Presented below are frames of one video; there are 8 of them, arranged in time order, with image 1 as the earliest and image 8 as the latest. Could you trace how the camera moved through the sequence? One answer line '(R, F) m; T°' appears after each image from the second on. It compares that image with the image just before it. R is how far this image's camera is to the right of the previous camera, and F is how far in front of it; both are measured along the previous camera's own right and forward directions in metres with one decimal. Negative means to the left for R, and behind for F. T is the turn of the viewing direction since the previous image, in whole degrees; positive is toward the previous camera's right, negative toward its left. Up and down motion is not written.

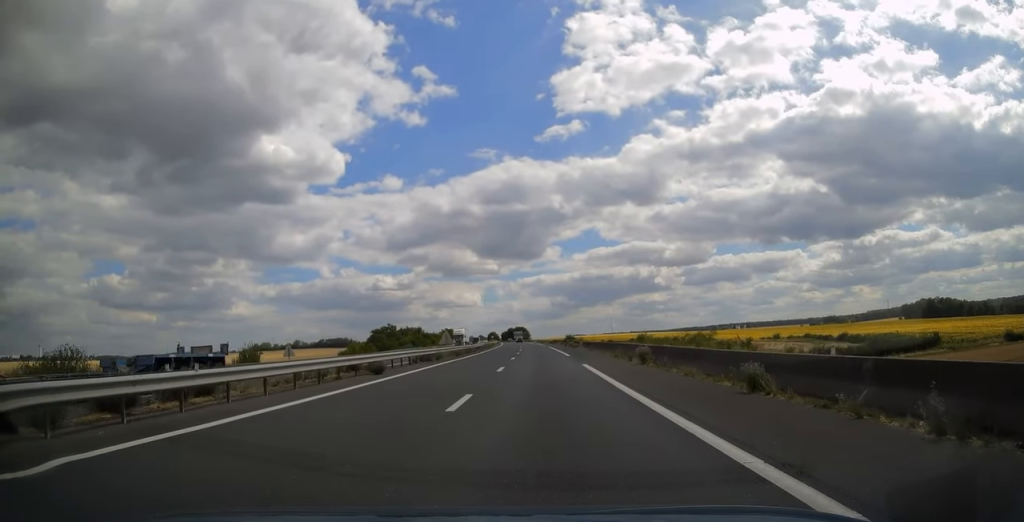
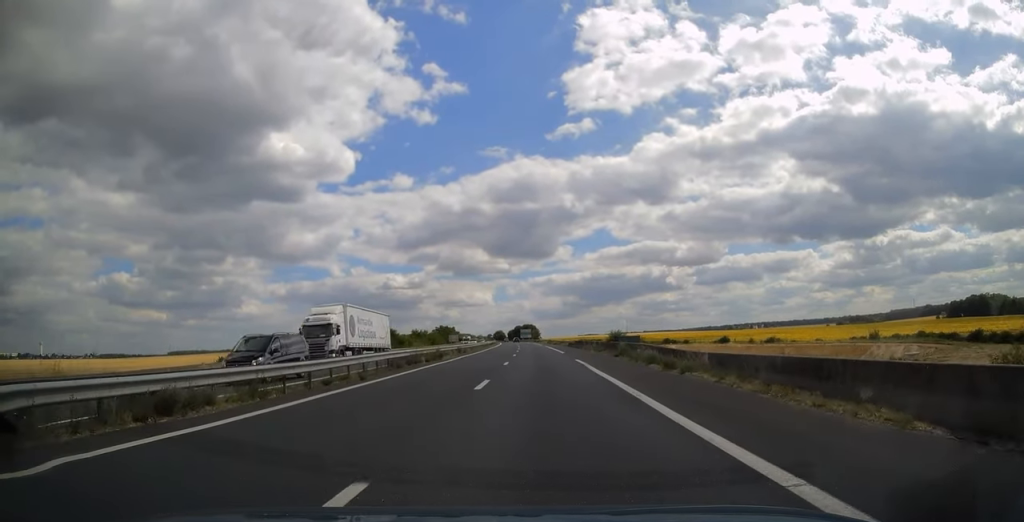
(-0.4, +48.7) m; -1°
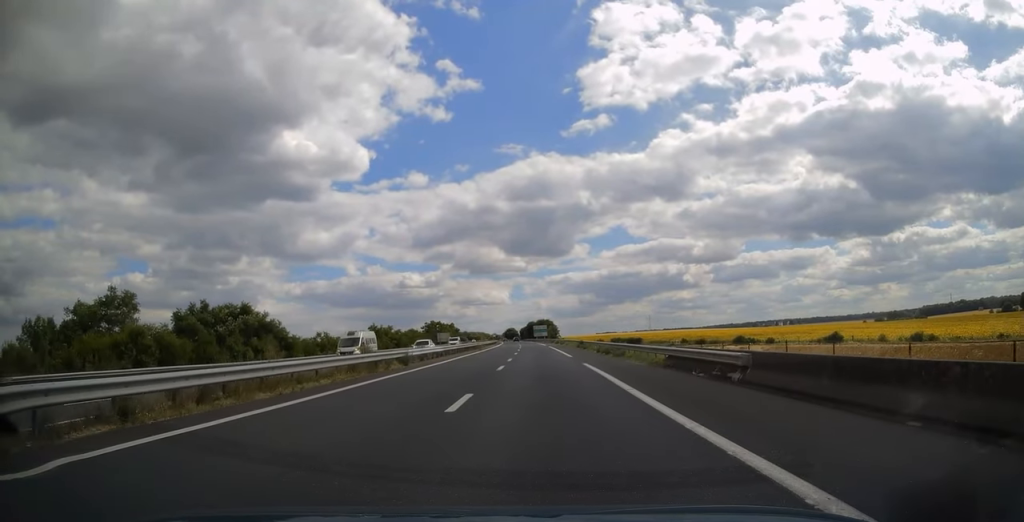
(-0.8, +58.6) m; -1°
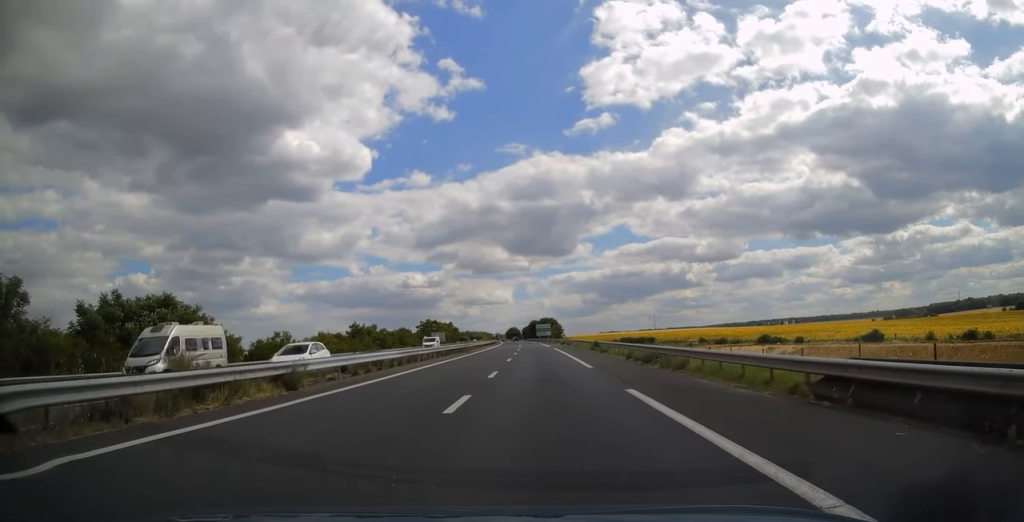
(0.0, +13.7) m; 0°
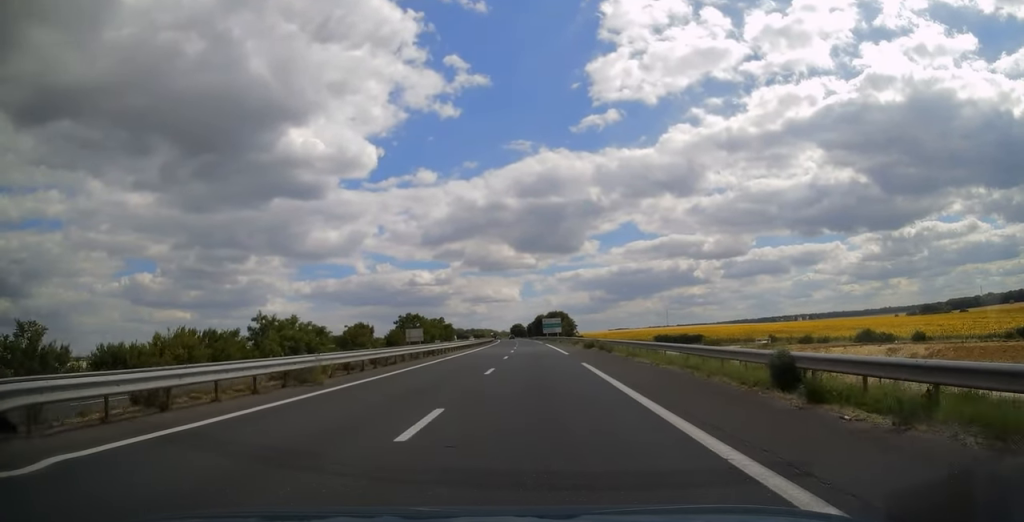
(-0.2, +38.3) m; -1°
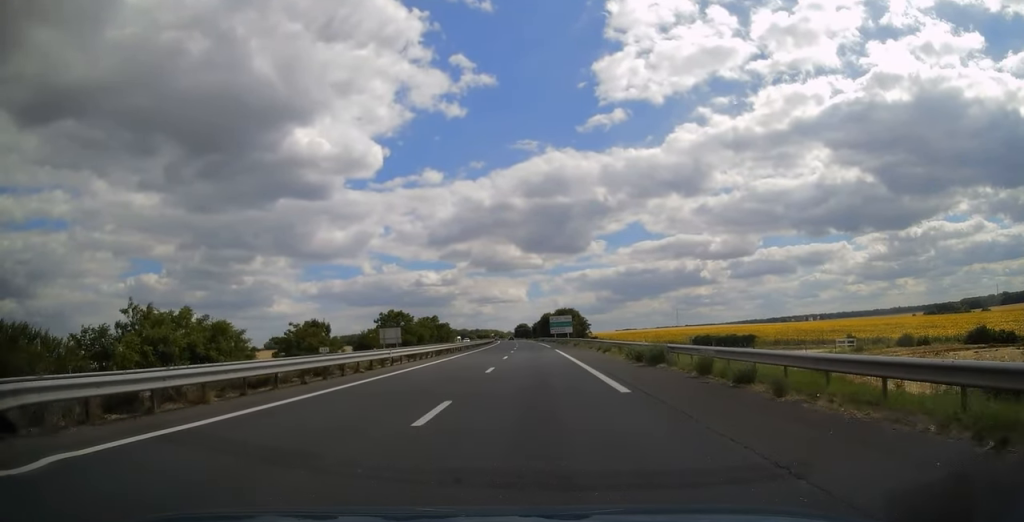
(-0.1, +24.6) m; -1°
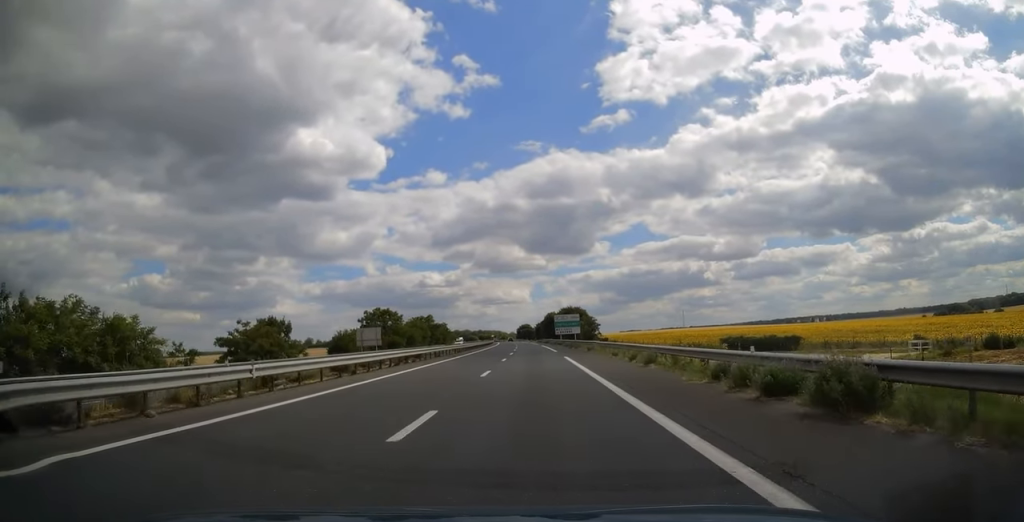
(-0.1, +14.2) m; 0°
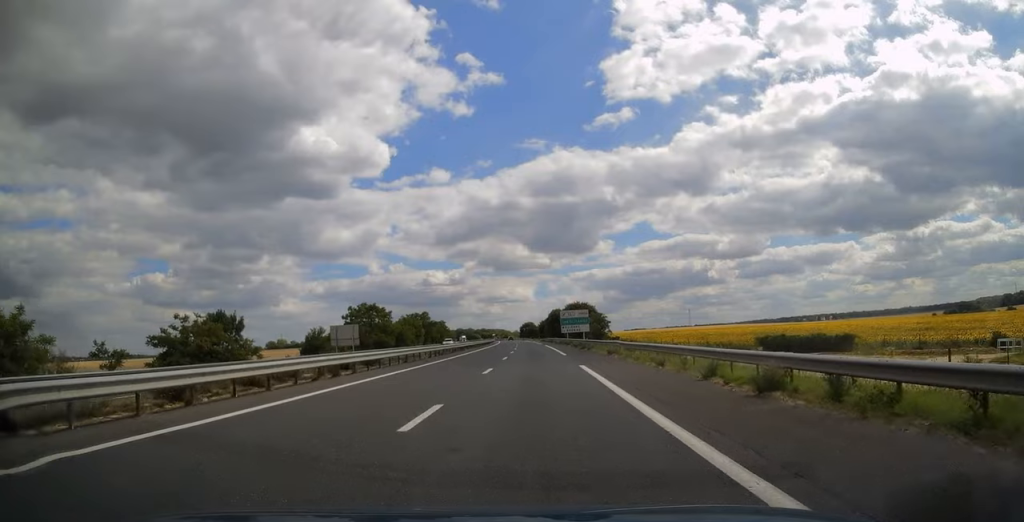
(0.0, +12.3) m; 0°
